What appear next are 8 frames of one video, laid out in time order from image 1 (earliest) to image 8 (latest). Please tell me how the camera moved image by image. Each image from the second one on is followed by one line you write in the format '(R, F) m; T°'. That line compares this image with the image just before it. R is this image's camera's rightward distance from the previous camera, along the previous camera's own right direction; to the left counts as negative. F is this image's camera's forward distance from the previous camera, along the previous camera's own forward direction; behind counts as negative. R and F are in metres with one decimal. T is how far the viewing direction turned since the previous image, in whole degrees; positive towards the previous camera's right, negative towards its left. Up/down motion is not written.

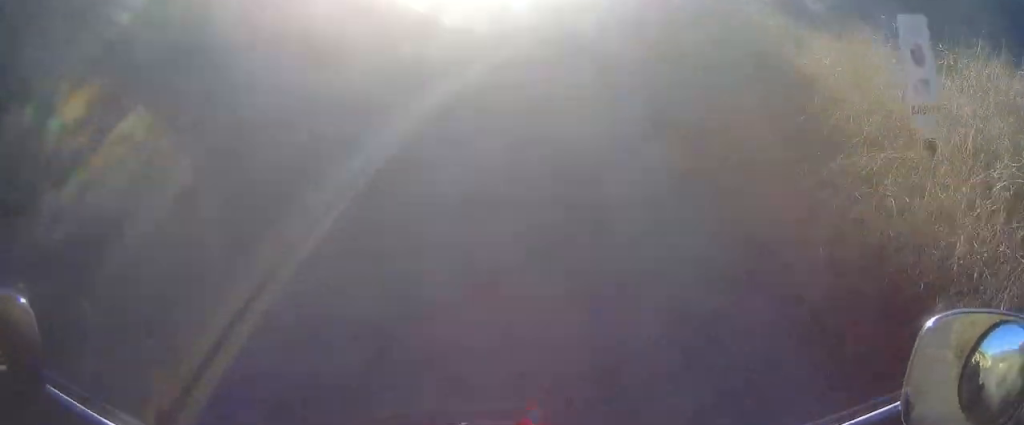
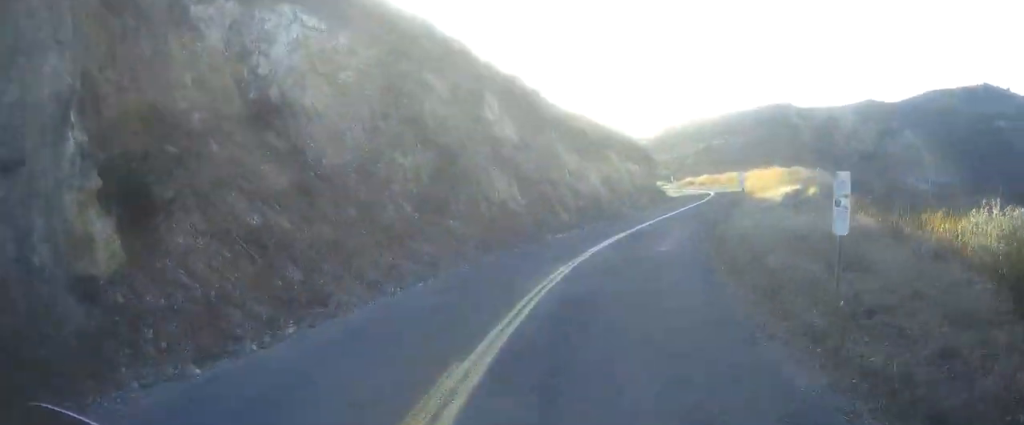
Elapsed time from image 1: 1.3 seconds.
(+0.9, +10.5) m; +7°
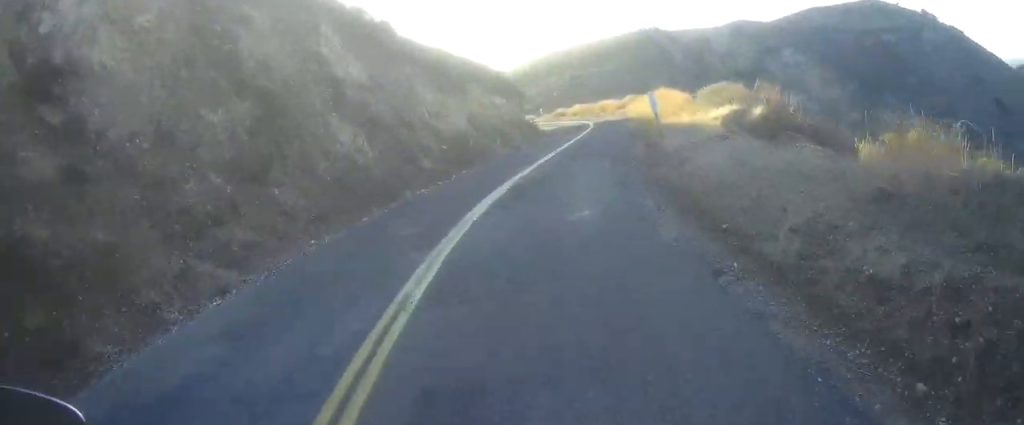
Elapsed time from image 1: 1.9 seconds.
(+0.2, +5.4) m; 0°
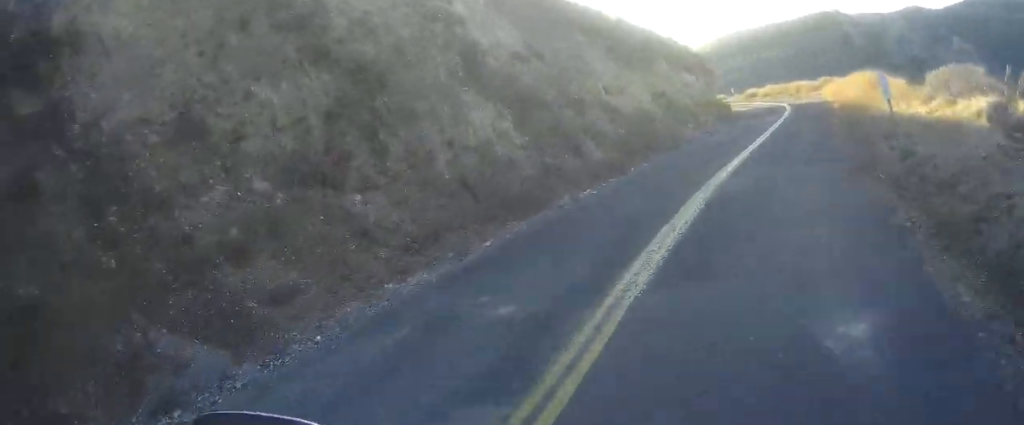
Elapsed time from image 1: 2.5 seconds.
(-0.1, +5.7) m; +1°
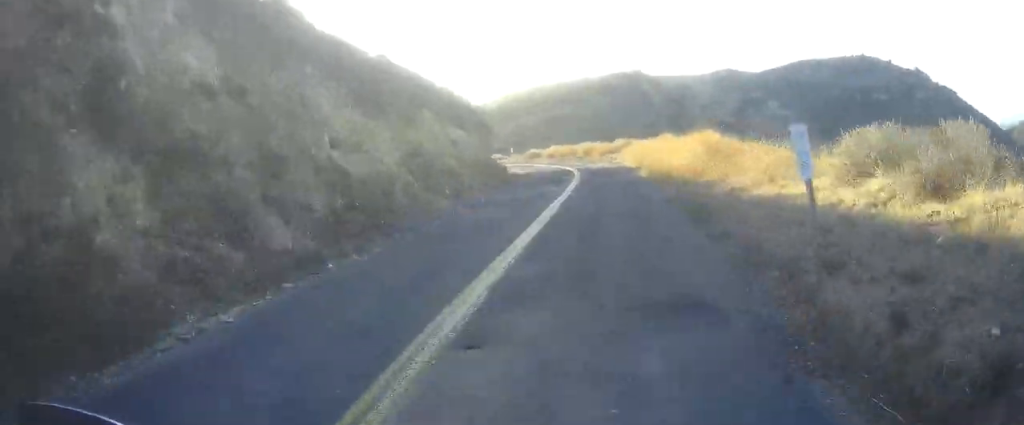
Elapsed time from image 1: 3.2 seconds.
(-0.2, +7.4) m; +2°
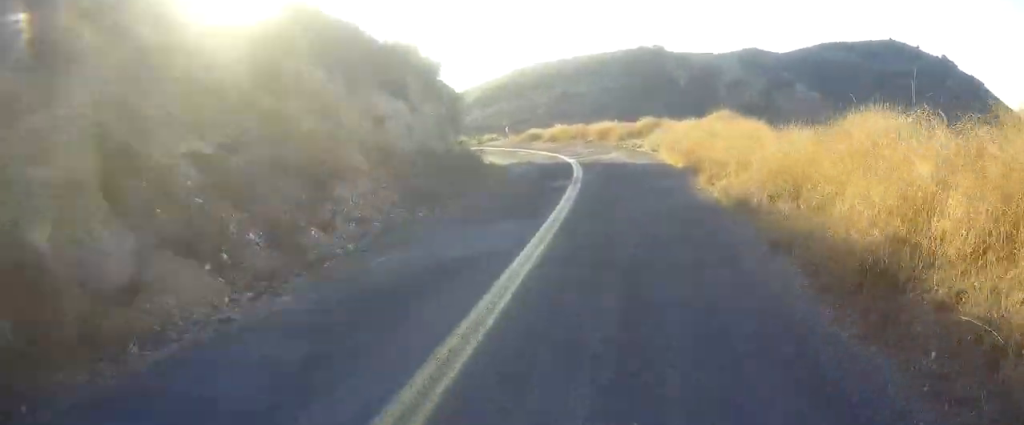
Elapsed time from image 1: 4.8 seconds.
(+2.6, +17.0) m; +12°
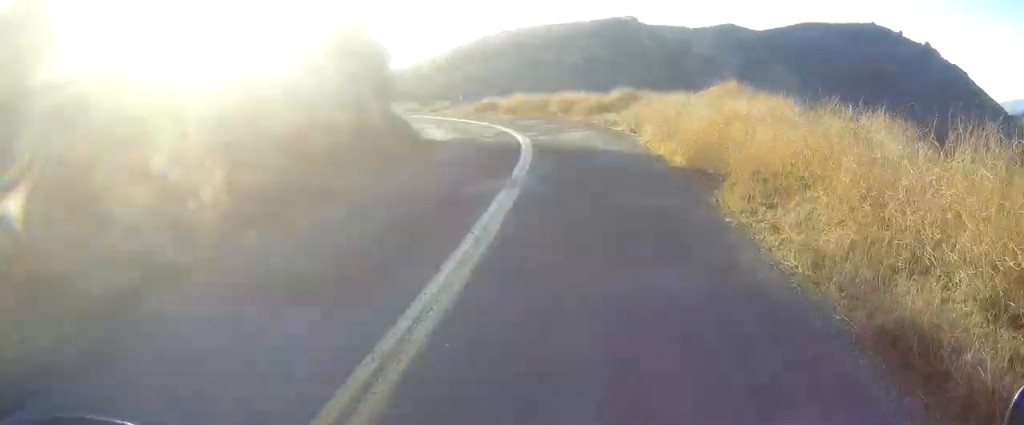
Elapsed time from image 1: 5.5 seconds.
(+0.1, +7.5) m; -2°
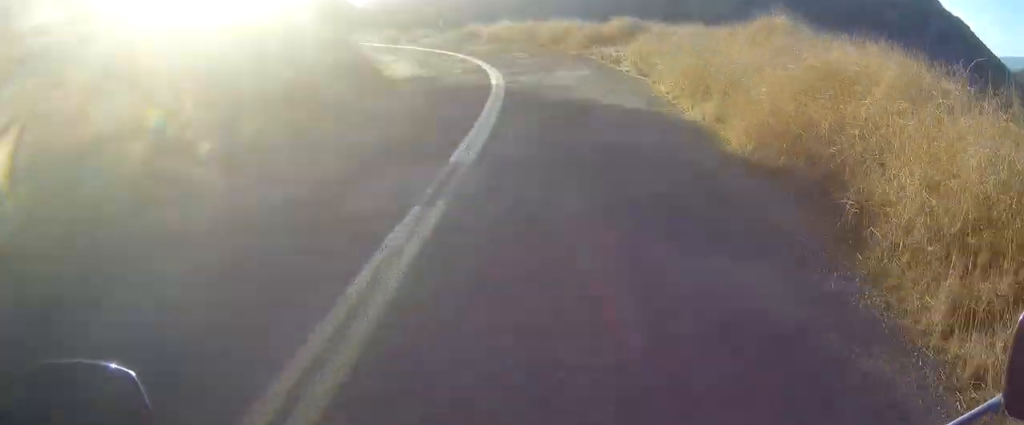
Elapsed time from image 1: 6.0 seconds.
(0.0, +5.8) m; -4°
